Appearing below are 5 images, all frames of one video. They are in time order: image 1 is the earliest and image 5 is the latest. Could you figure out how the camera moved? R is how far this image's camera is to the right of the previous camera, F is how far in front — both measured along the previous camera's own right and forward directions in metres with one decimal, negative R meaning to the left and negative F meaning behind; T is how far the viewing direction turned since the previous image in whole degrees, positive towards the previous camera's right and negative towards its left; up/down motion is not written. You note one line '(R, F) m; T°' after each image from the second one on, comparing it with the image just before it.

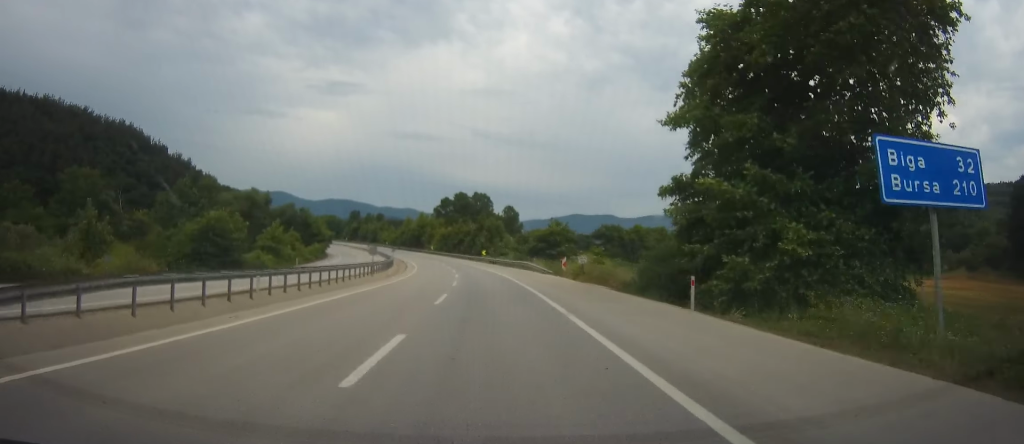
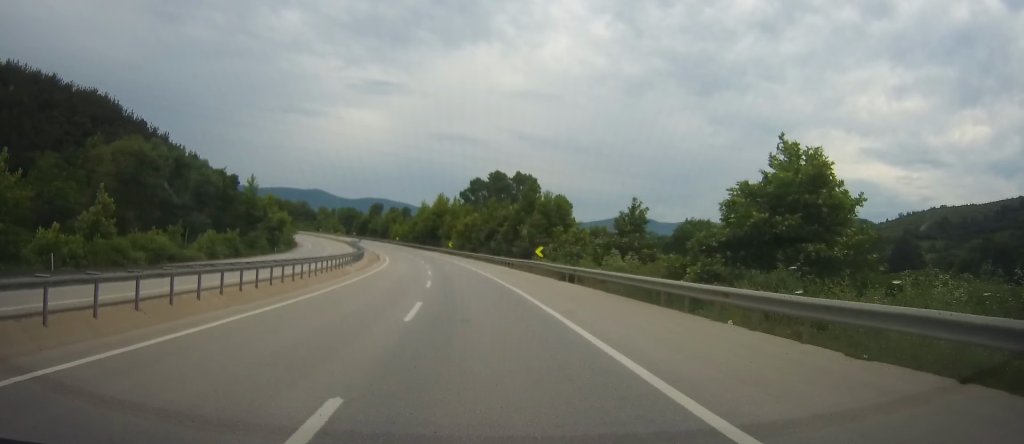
(-0.1, +54.9) m; -2°
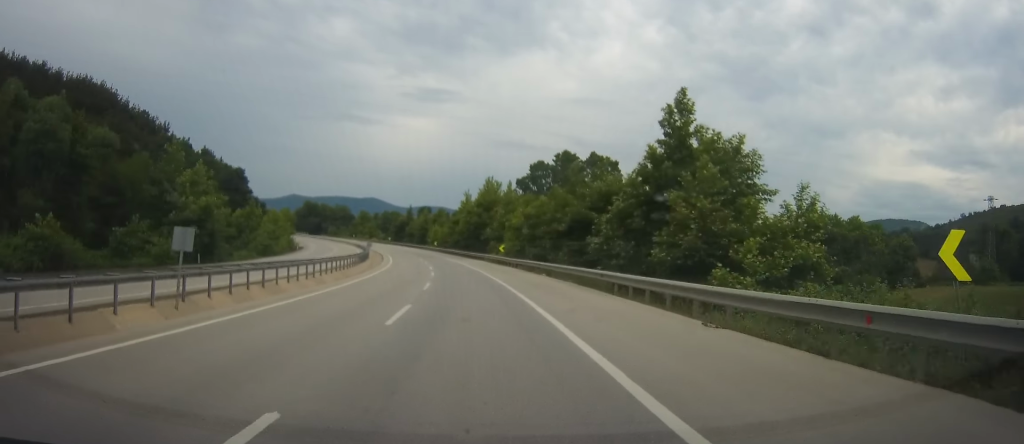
(-1.2, +37.9) m; -3°
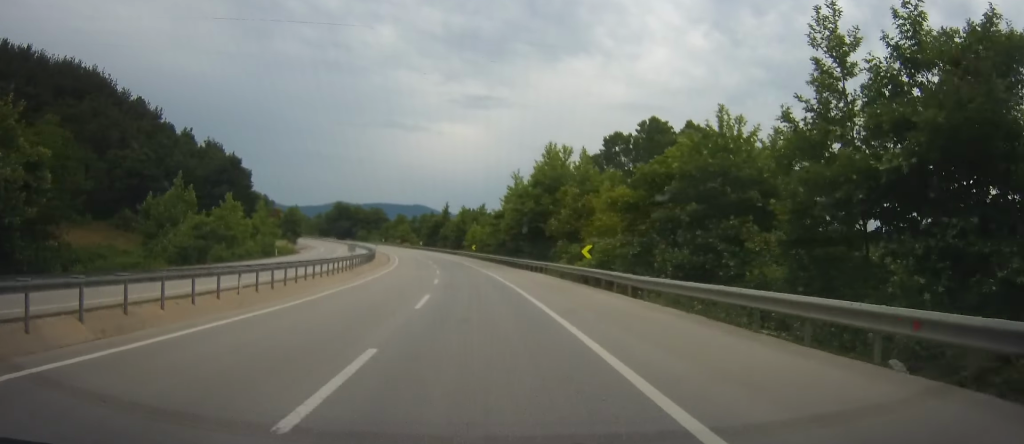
(-0.7, +32.5) m; -3°
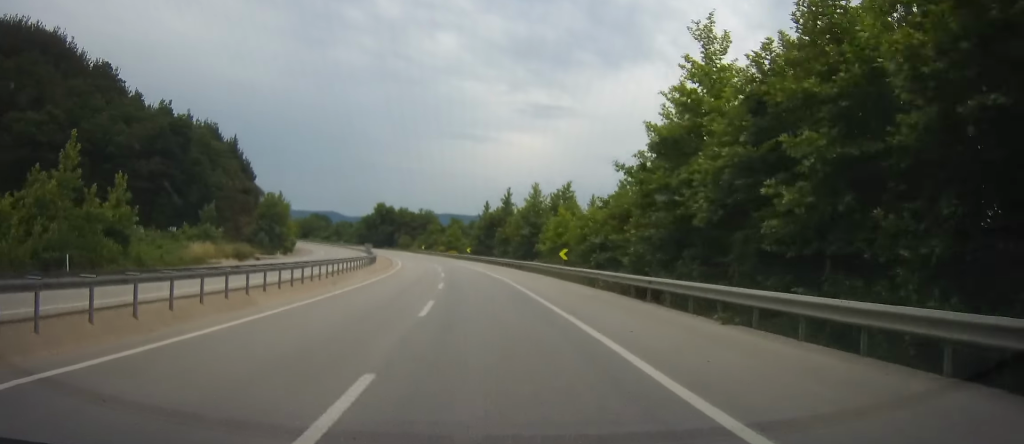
(-2.6, +50.1) m; -7°
